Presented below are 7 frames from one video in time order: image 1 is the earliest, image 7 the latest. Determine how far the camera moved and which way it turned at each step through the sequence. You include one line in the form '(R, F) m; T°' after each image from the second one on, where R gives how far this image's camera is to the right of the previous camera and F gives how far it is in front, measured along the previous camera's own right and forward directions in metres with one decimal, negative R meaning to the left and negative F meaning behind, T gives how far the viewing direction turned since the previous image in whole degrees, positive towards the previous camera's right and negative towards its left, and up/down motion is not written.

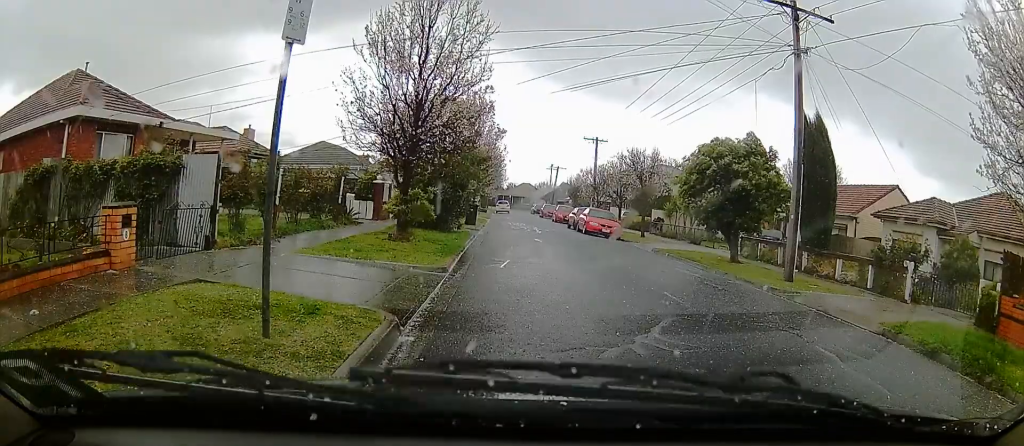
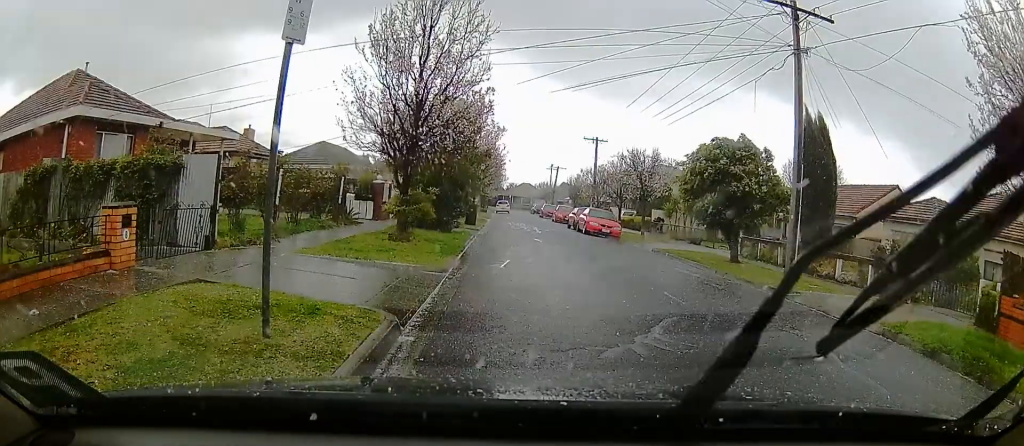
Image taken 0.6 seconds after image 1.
(0.0, 0.0) m; 0°
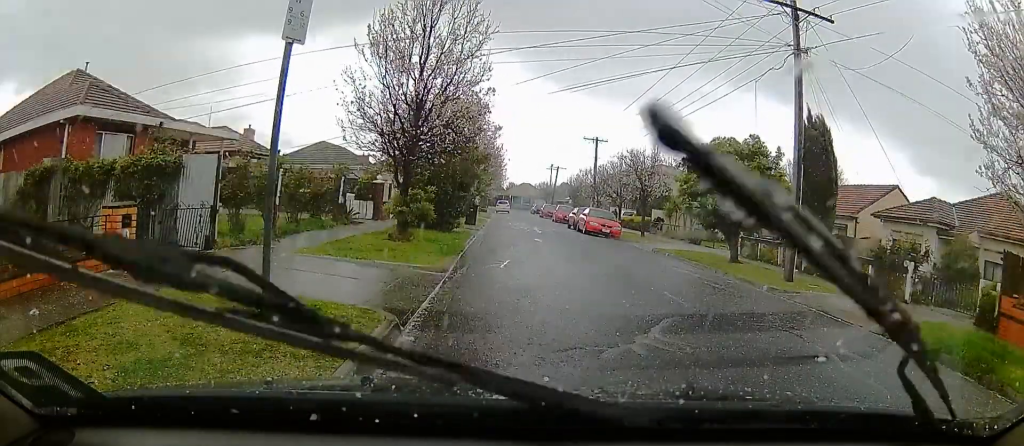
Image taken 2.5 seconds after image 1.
(0.0, 0.0) m; 0°
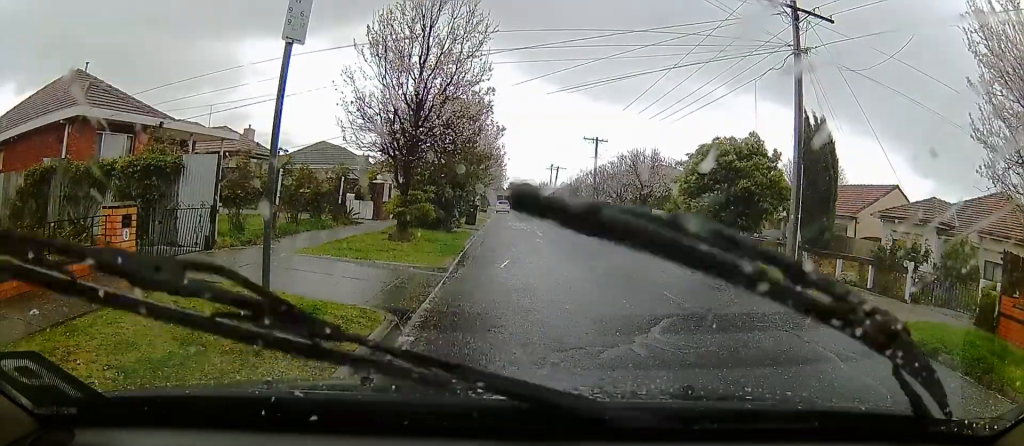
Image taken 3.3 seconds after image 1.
(0.0, 0.0) m; 0°
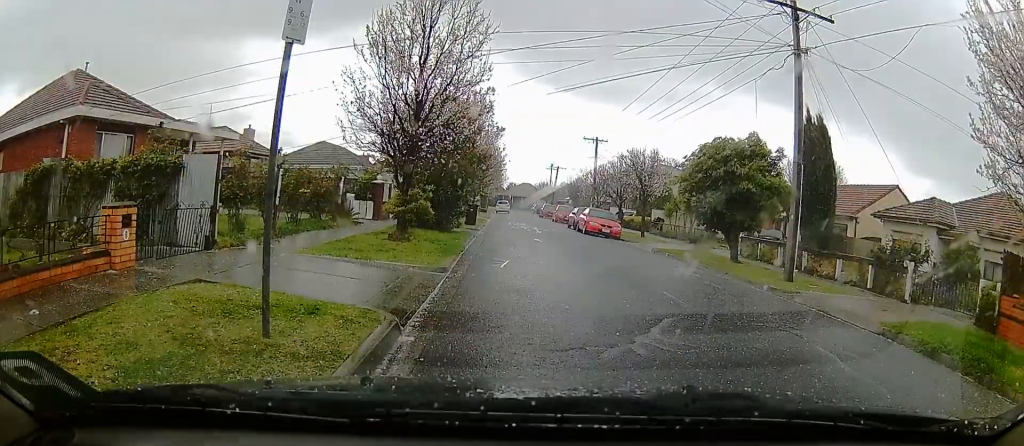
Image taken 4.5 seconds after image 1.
(0.0, 0.0) m; 0°
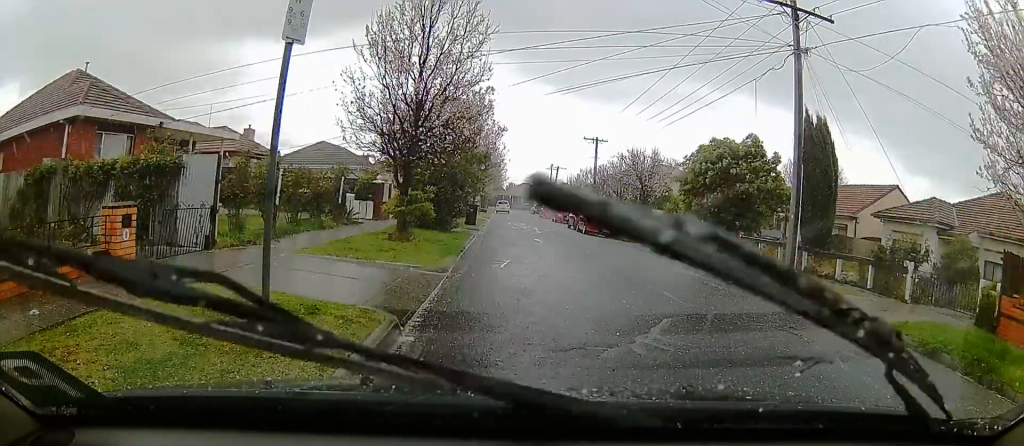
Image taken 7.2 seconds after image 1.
(0.0, 0.0) m; 0°
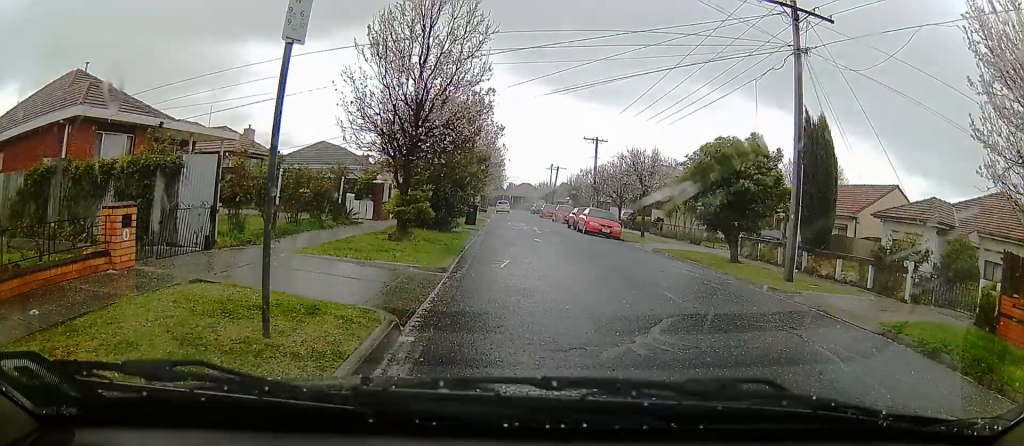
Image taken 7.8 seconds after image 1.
(0.0, 0.0) m; 0°
